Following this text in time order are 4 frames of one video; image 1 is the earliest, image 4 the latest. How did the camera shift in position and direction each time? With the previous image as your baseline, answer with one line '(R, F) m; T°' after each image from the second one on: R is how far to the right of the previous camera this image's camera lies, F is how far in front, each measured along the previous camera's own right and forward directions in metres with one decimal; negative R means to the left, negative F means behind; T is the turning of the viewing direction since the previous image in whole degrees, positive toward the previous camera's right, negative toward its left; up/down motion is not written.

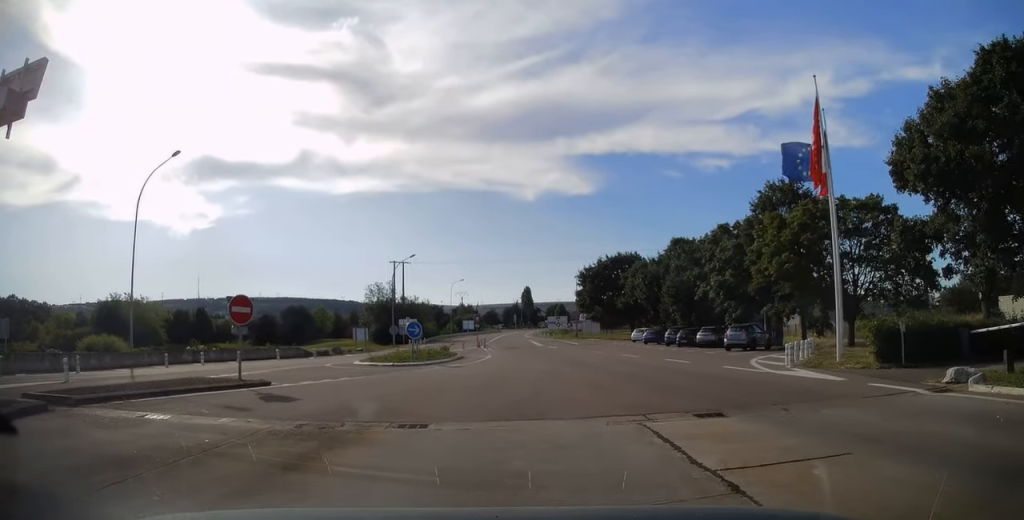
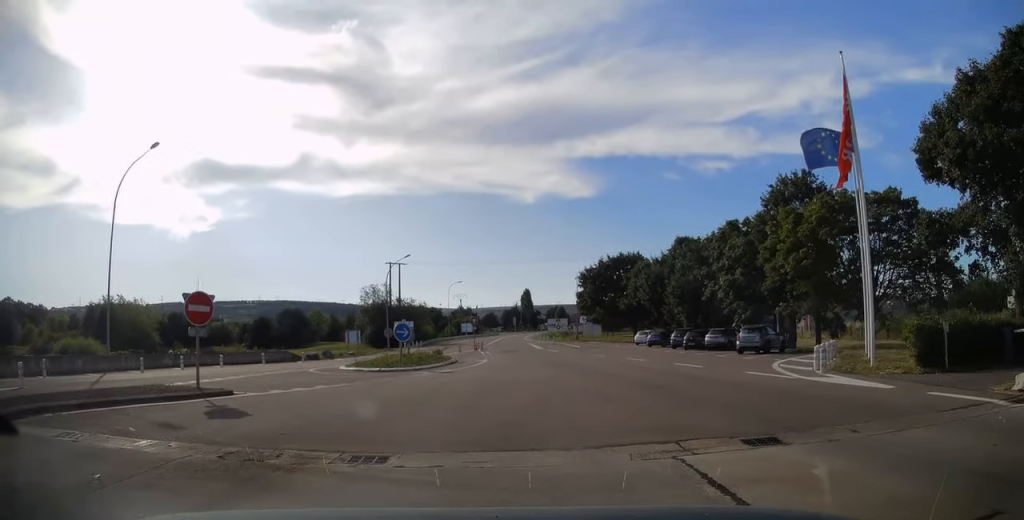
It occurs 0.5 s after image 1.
(+0.1, +2.6) m; +3°
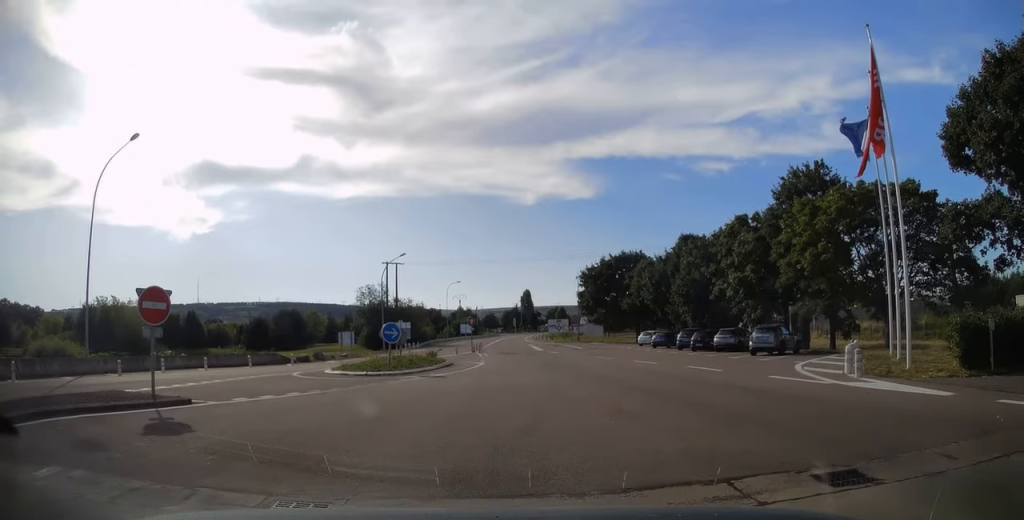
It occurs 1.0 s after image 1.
(+0.1, +2.3) m; -1°
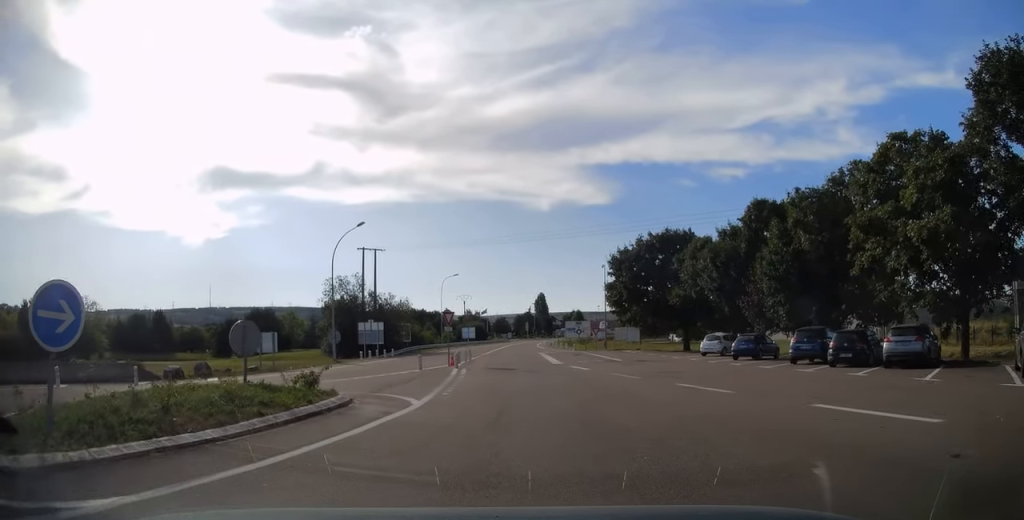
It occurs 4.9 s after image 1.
(+0.2, +19.4) m; +1°
